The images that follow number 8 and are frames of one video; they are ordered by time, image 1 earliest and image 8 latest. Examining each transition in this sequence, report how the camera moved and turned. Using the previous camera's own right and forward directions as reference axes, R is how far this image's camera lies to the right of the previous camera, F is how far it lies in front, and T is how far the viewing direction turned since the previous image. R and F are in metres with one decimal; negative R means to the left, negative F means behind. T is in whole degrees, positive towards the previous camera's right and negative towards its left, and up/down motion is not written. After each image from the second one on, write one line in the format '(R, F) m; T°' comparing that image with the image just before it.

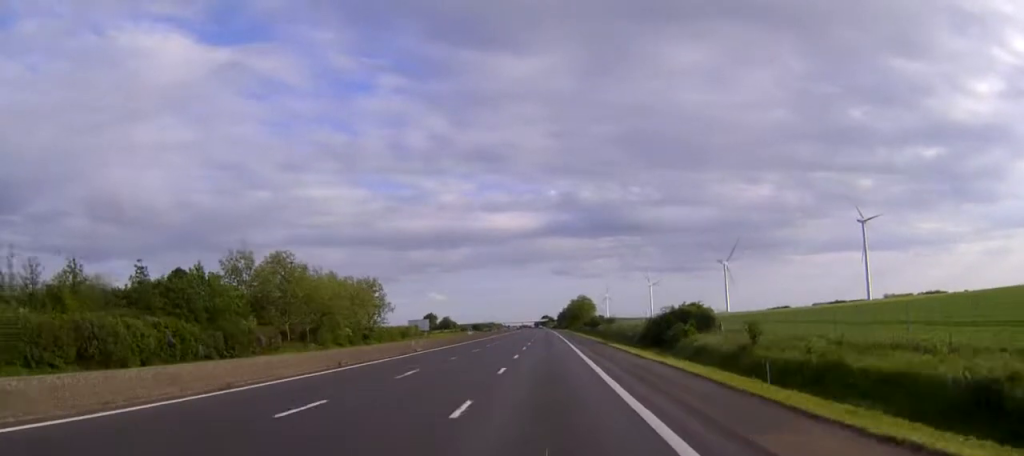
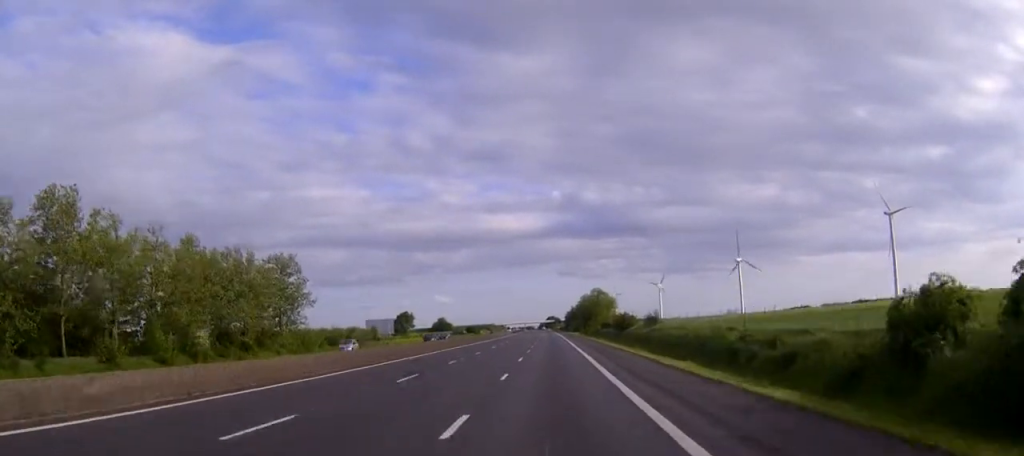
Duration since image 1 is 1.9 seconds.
(-0.1, +54.8) m; 0°
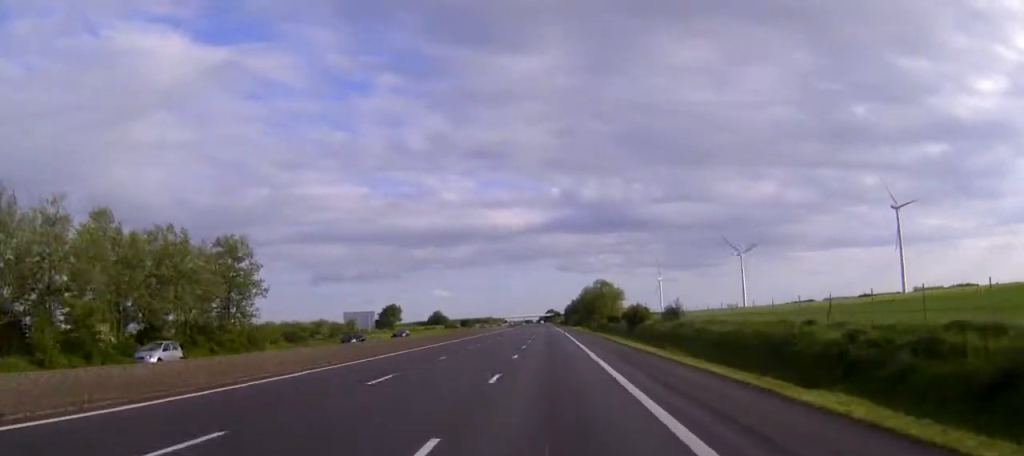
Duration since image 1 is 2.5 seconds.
(0.0, +16.9) m; 0°
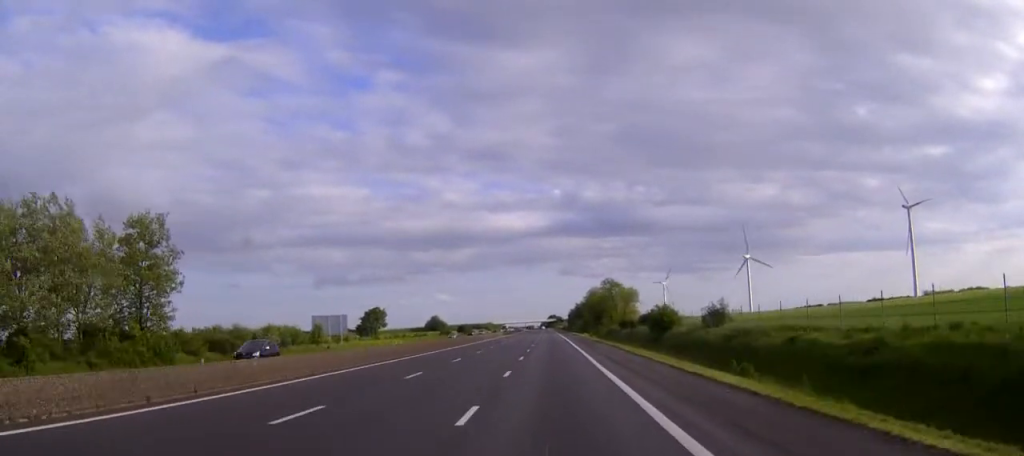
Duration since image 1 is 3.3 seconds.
(0.0, +20.7) m; 0°
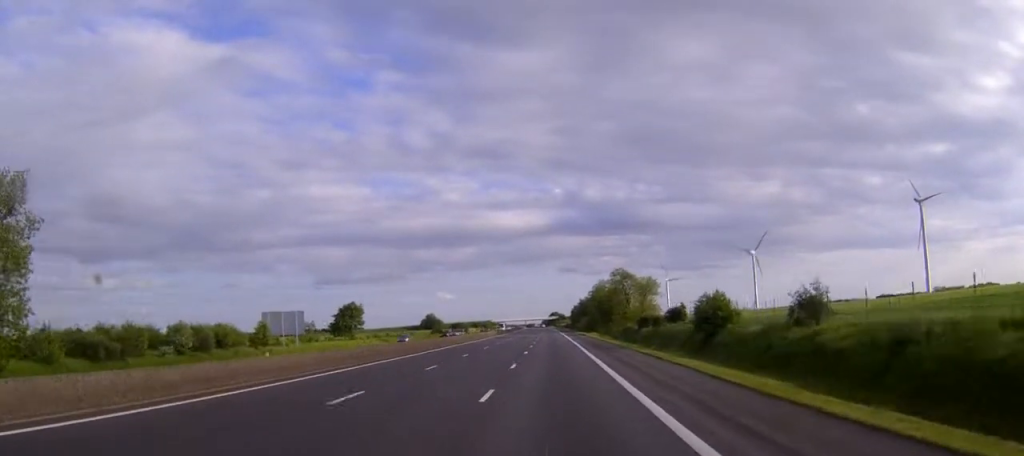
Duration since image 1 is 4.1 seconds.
(0.0, +22.6) m; 0°
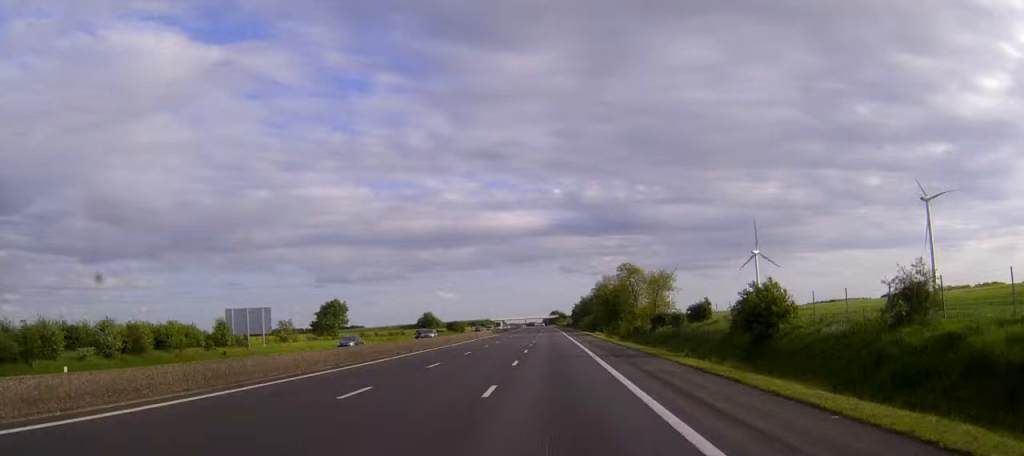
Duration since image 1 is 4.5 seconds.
(0.0, +12.3) m; 0°
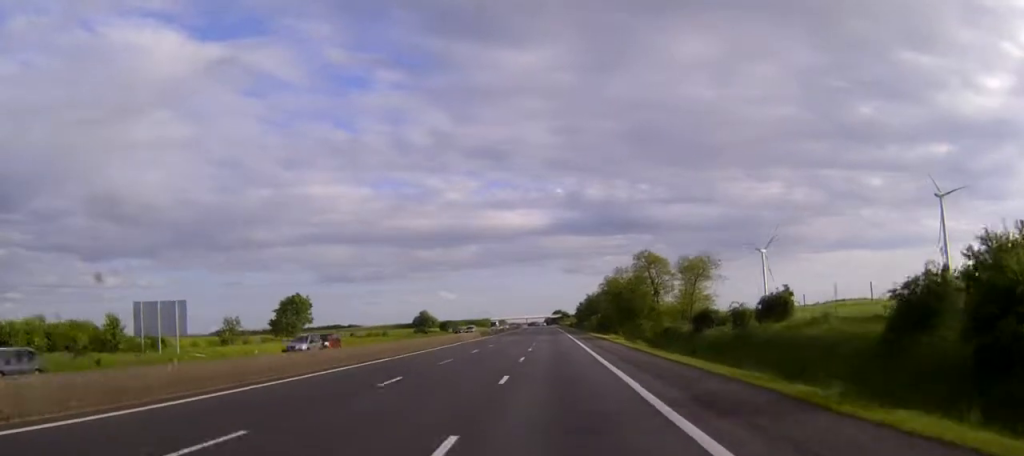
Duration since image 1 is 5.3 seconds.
(0.0, +22.6) m; 0°
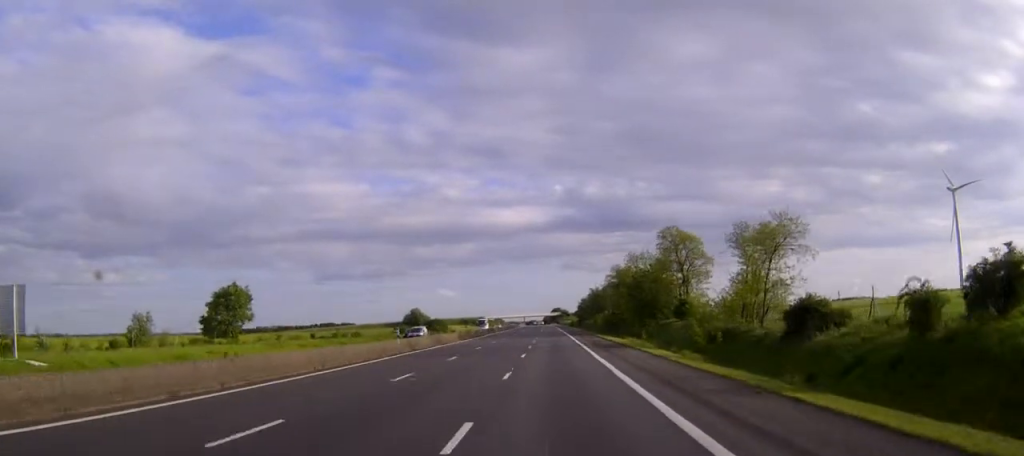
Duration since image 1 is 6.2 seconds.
(0.0, +24.4) m; 0°
